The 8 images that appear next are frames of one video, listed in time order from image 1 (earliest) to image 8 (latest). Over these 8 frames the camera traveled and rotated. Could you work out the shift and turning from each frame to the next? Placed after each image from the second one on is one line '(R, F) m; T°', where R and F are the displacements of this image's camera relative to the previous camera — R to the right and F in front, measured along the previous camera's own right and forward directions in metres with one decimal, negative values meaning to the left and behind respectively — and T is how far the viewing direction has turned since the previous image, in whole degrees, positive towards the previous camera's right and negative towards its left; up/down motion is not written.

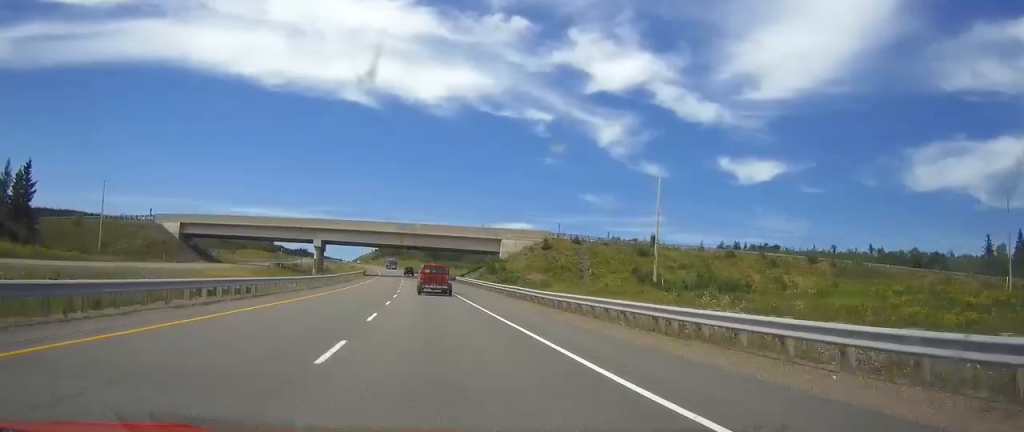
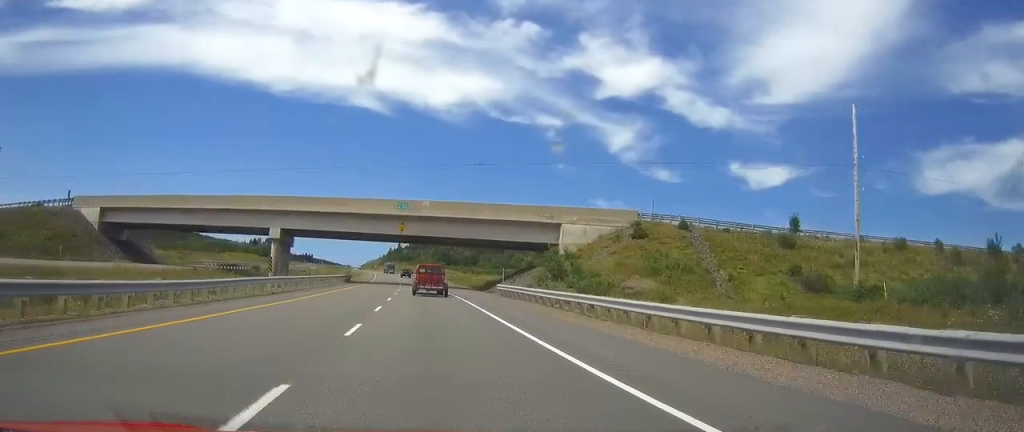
(-0.2, +40.7) m; -1°
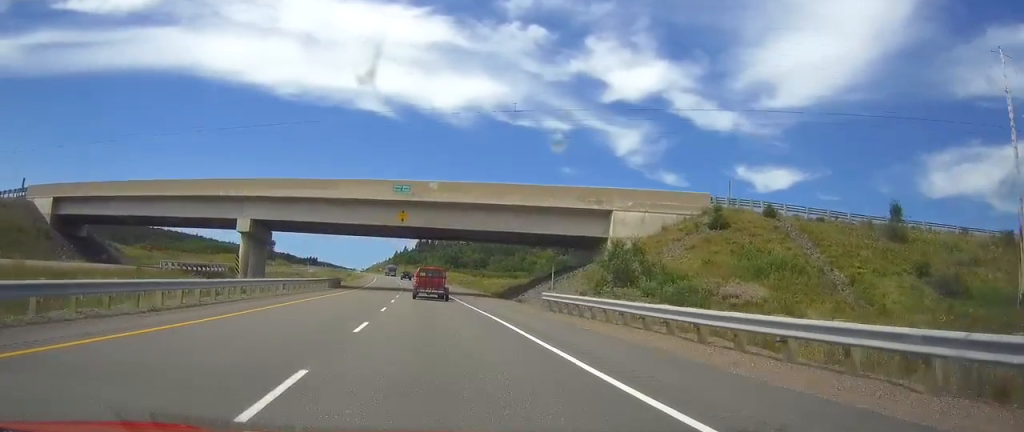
(-0.1, +16.4) m; 0°
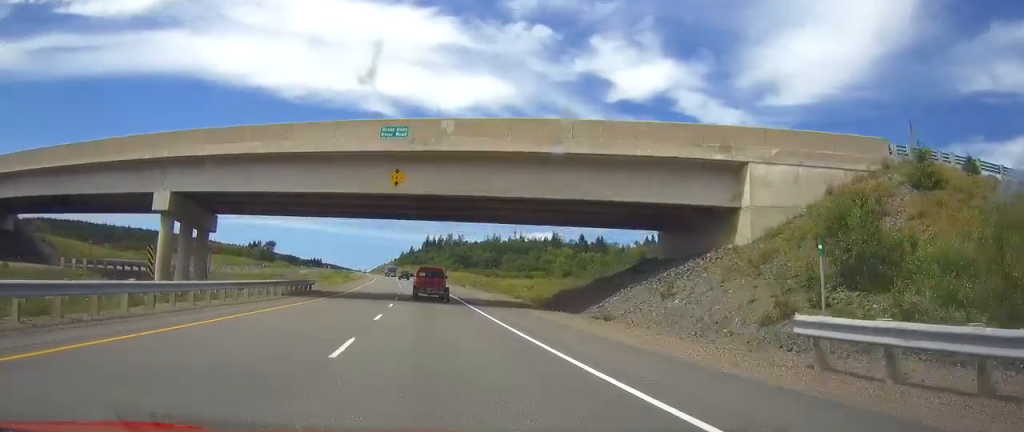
(-0.1, +21.9) m; 0°
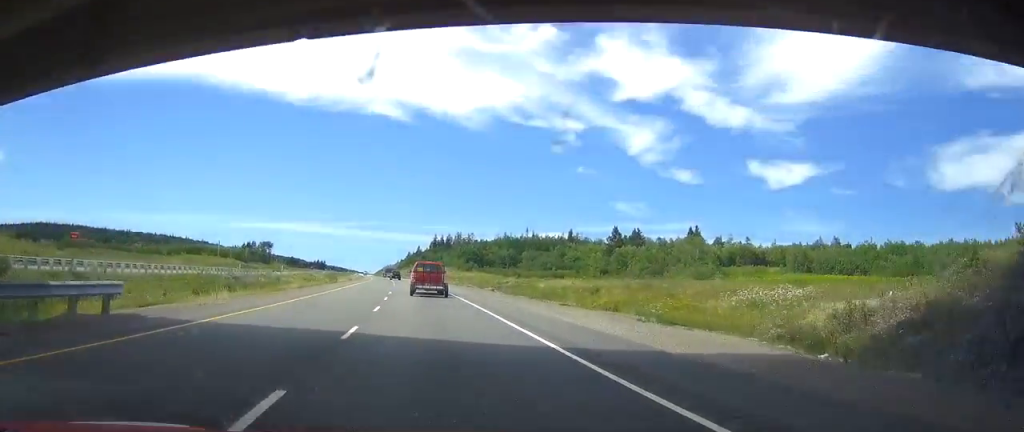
(-0.3, +33.7) m; -1°
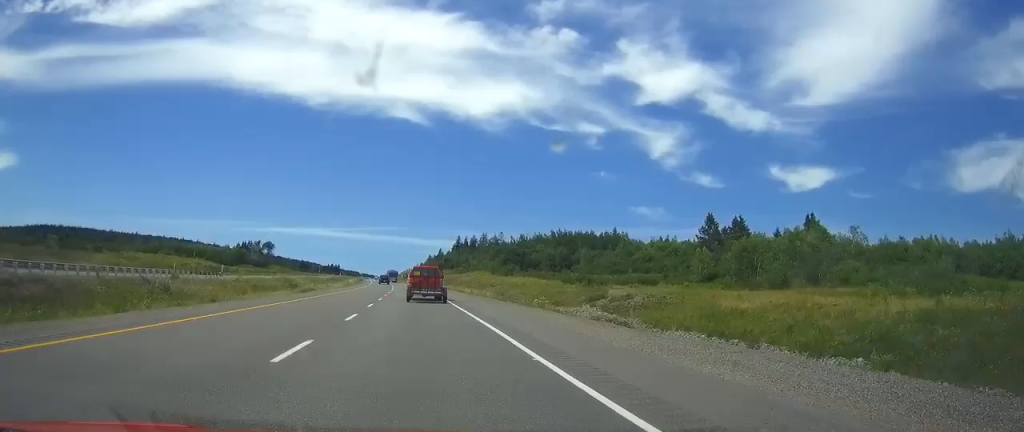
(-0.4, +57.0) m; -1°
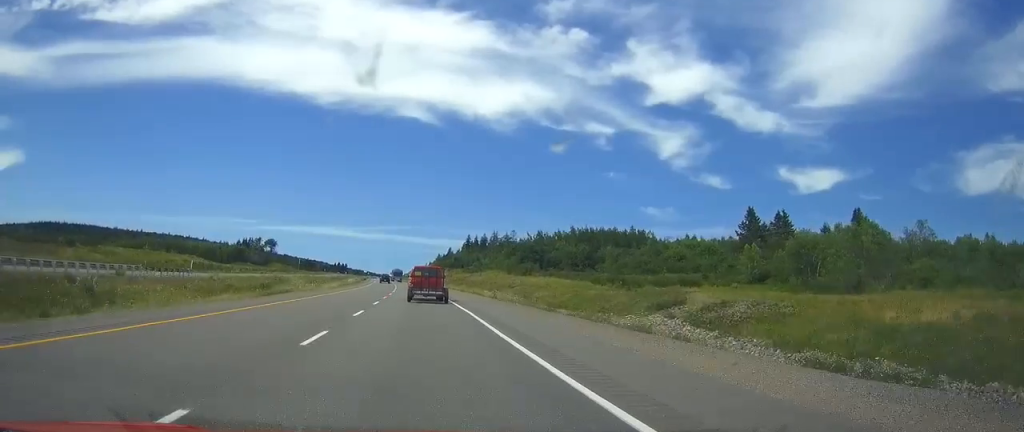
(-0.1, +15.9) m; -1°
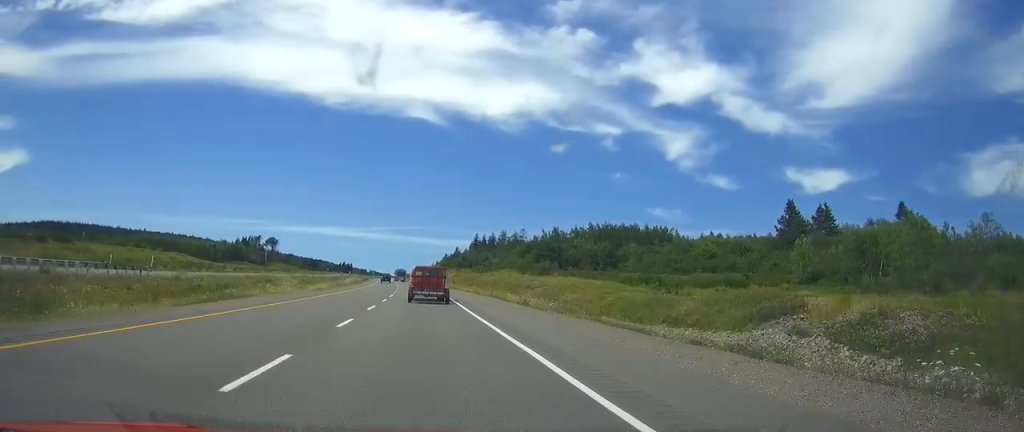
(+0.2, +13.8) m; -1°
